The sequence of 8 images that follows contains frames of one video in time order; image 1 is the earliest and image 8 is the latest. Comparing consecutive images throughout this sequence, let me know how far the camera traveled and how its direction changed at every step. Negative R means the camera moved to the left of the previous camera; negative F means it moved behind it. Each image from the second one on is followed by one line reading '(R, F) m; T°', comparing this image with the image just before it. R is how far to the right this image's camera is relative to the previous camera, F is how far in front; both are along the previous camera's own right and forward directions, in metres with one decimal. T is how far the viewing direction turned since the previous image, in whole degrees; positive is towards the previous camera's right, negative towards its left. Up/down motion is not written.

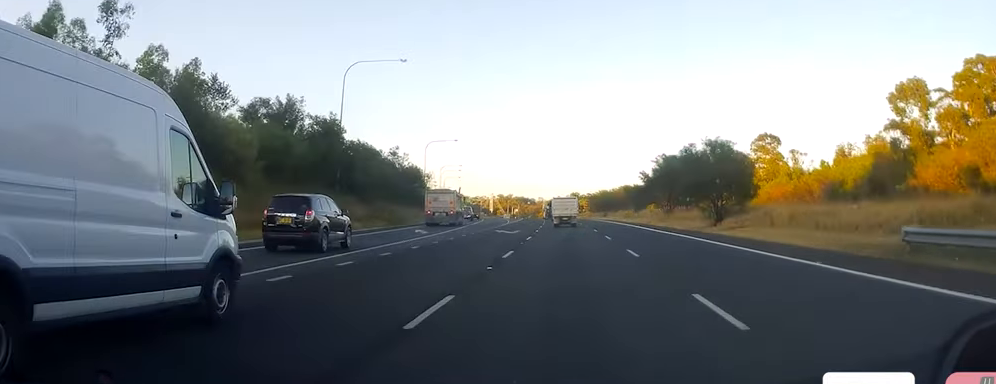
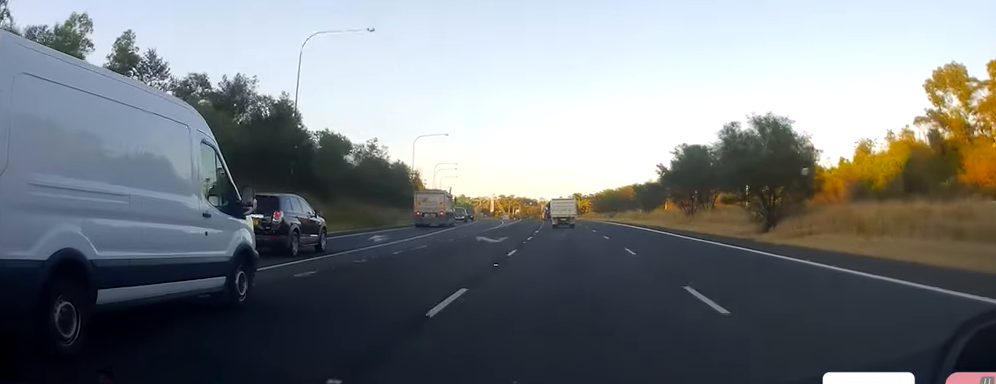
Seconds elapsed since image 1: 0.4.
(-0.2, +10.7) m; 0°
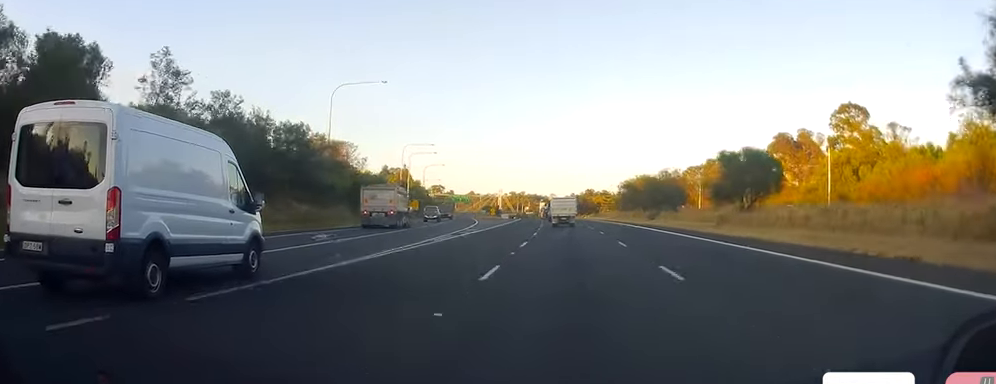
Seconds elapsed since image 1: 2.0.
(+0.2, +43.0) m; -1°
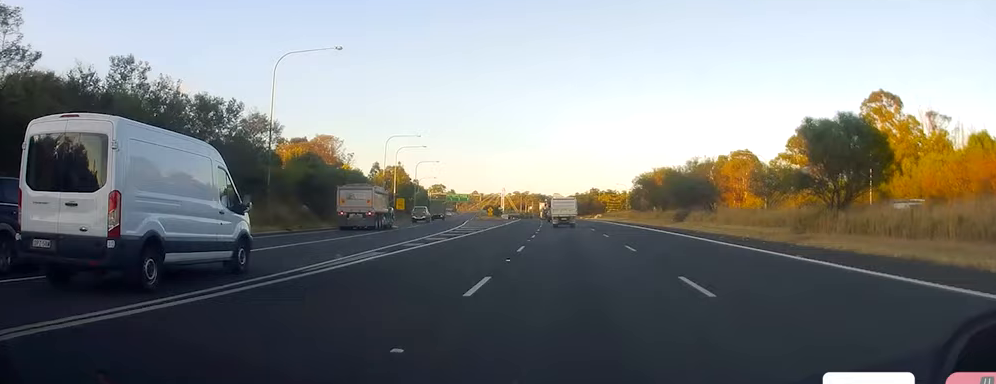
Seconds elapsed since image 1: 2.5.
(-0.1, +14.4) m; 0°
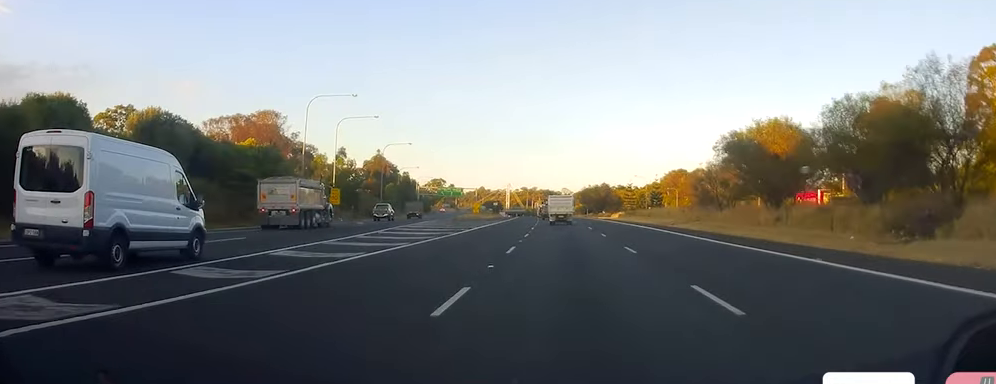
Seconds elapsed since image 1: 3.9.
(0.0, +37.9) m; -1°
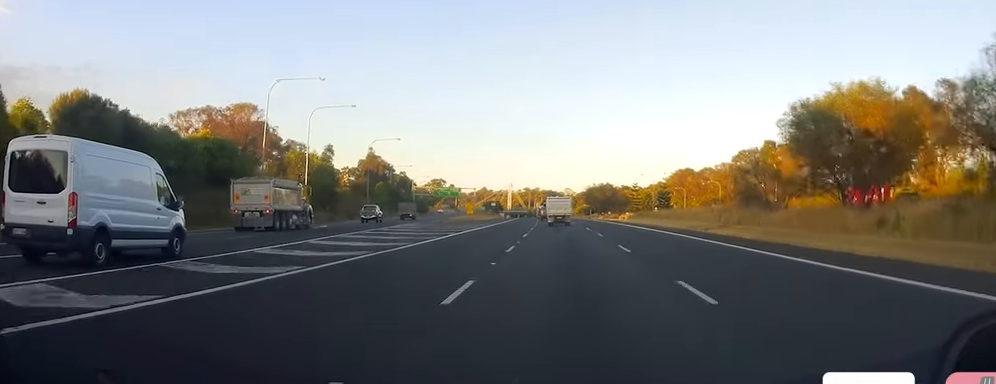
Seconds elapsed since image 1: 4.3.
(+0.1, +10.8) m; 0°
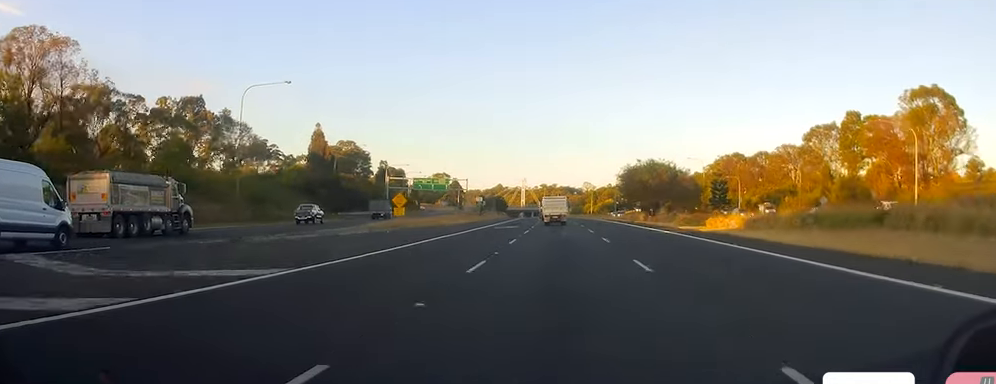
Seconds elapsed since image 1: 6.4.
(-0.1, +55.2) m; 0°
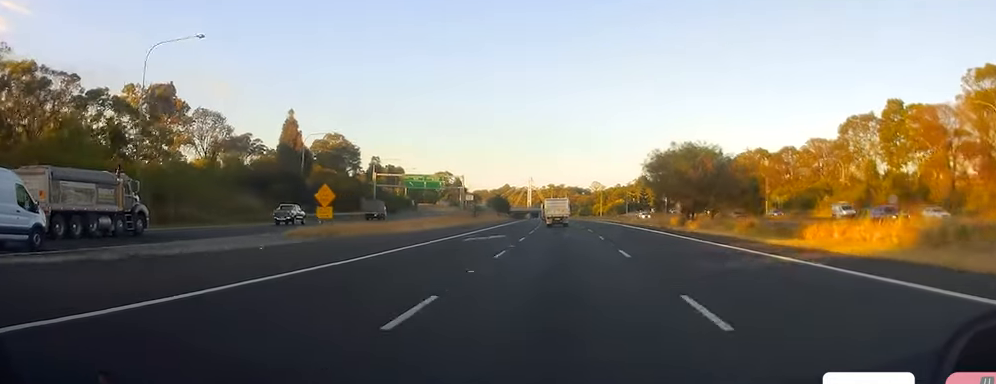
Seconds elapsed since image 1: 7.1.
(-0.2, +18.9) m; -1°
